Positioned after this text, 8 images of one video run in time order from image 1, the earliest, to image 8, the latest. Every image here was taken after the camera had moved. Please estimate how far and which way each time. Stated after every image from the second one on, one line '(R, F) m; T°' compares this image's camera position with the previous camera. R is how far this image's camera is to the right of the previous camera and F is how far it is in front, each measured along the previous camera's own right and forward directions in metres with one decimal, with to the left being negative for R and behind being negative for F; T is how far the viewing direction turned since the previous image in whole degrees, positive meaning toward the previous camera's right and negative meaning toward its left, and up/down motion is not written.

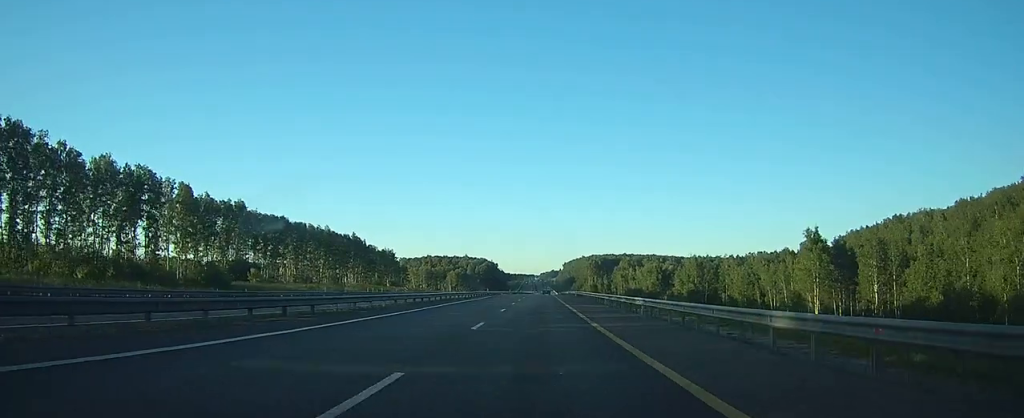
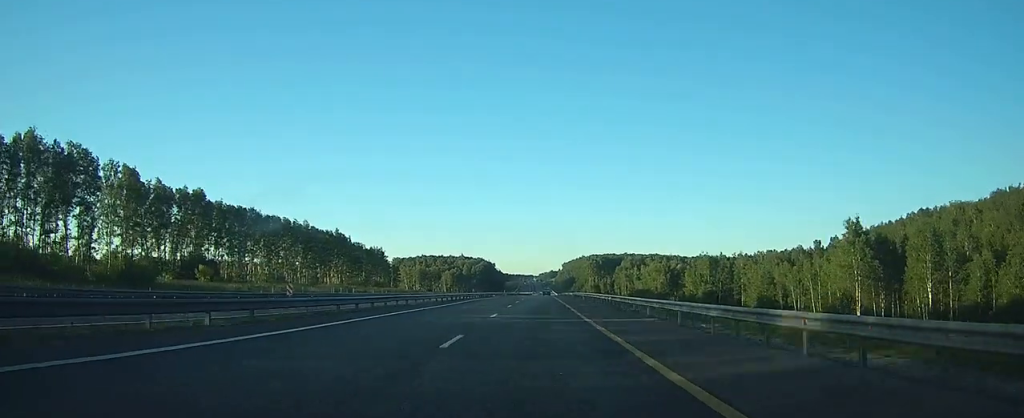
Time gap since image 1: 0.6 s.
(0.0, +17.8) m; 0°
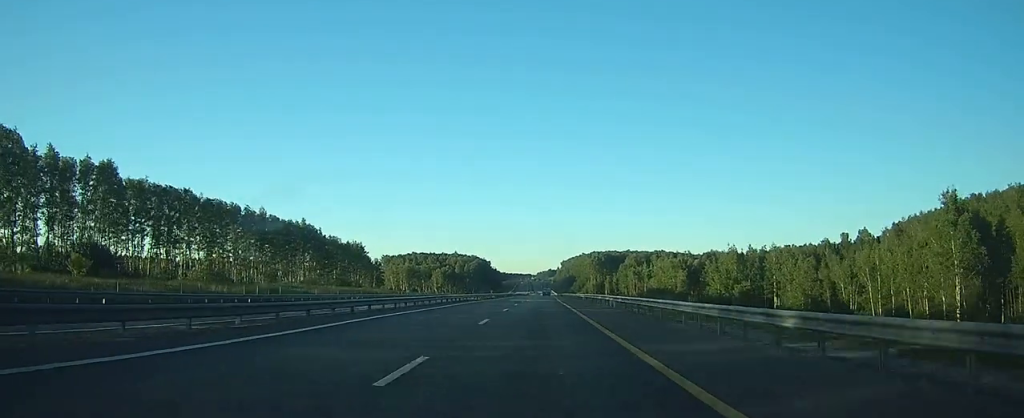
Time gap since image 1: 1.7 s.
(+0.1, +29.0) m; 0°
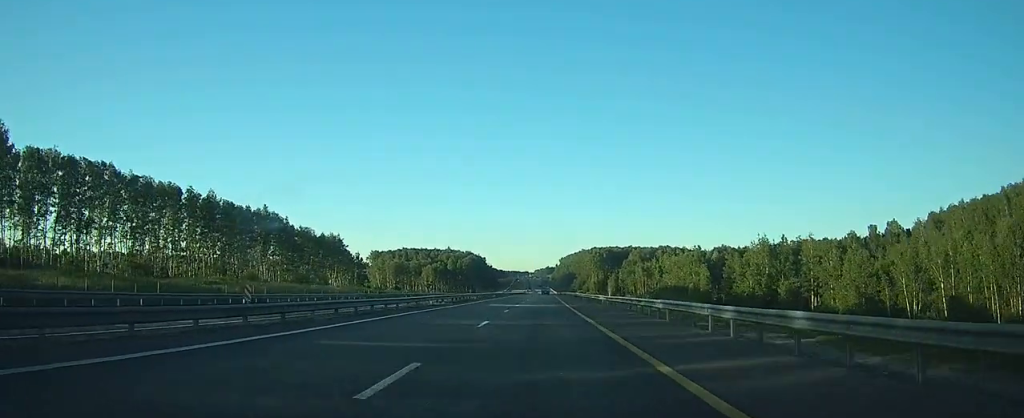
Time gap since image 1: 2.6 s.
(0.0, +25.2) m; 0°
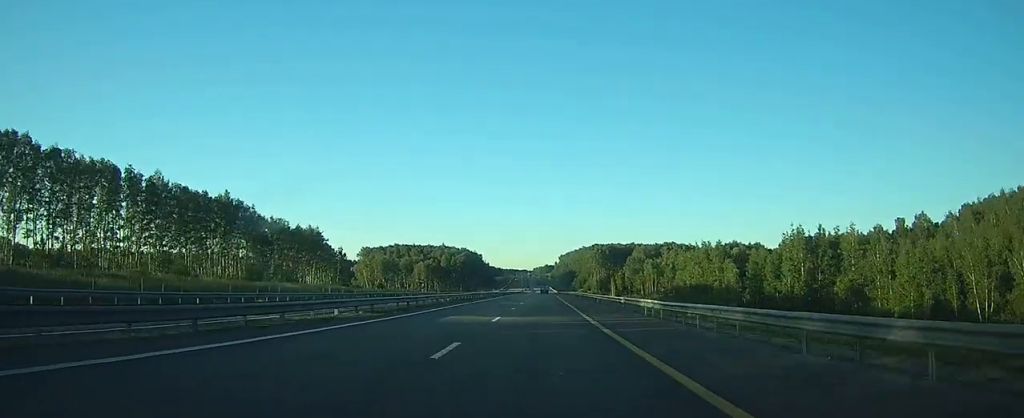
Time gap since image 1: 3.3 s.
(0.0, +20.4) m; 0°
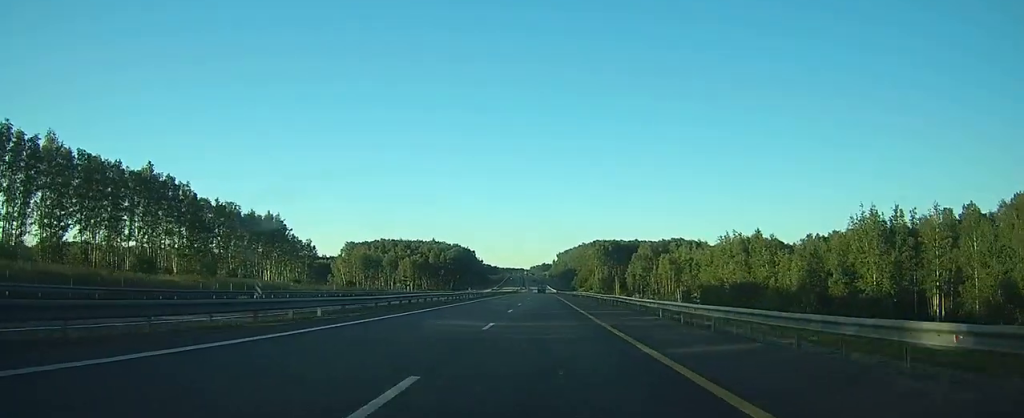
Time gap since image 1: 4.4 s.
(+0.1, +29.5) m; 0°
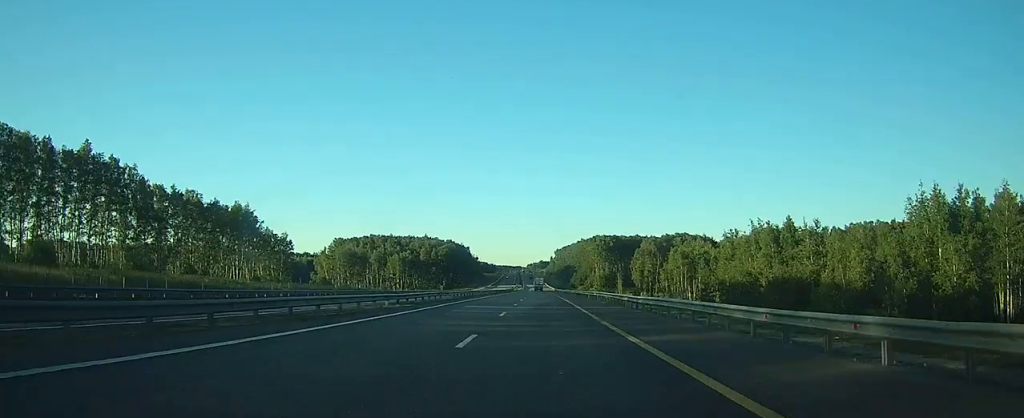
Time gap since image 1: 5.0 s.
(0.0, +17.5) m; 0°
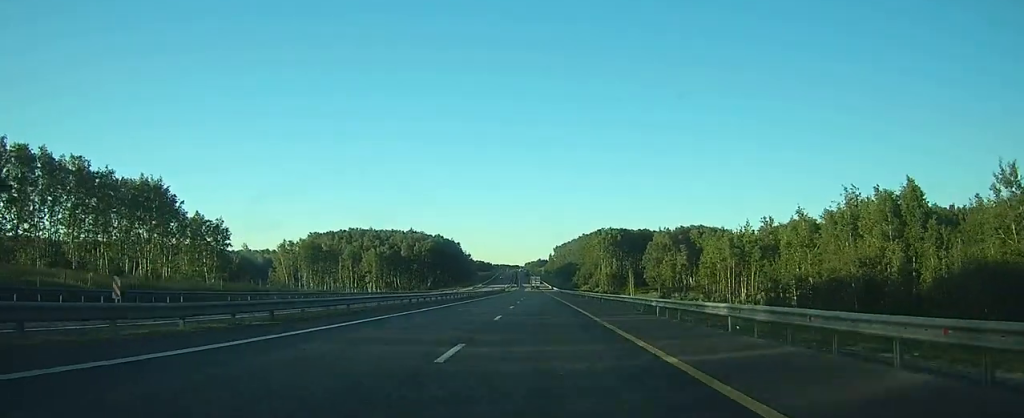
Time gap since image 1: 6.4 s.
(+0.1, +38.4) m; 0°
